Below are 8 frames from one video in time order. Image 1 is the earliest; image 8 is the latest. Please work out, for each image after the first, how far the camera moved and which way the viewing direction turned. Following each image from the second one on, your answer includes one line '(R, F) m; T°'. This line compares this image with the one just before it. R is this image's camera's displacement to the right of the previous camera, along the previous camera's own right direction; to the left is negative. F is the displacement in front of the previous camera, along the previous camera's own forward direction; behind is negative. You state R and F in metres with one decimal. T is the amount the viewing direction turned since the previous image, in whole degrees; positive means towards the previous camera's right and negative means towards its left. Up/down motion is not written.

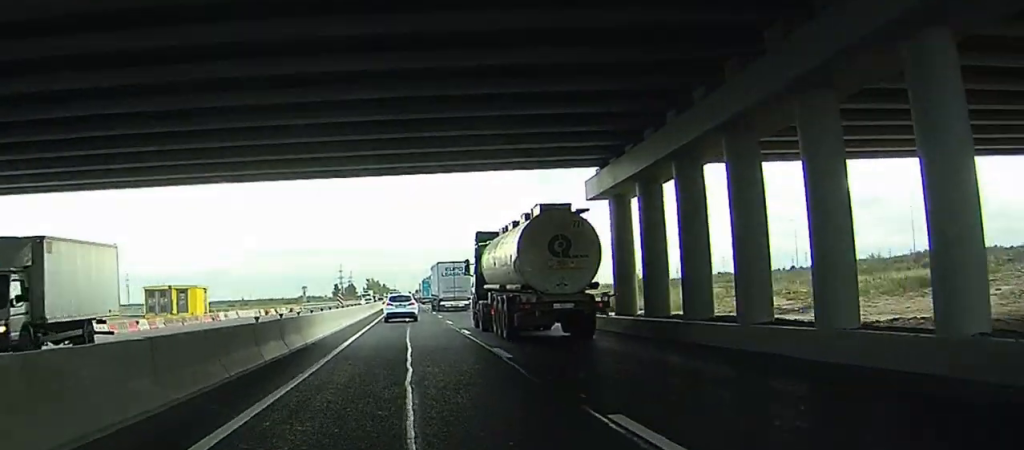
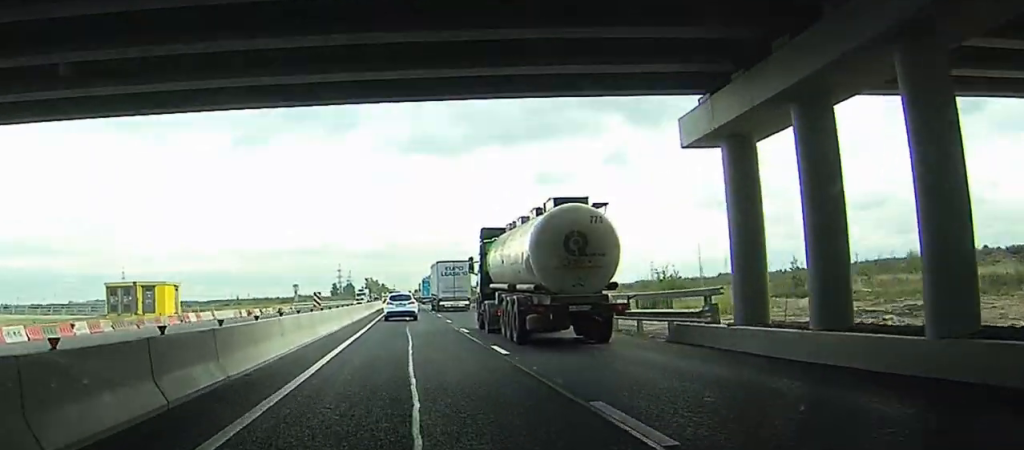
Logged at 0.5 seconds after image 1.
(0.0, +10.8) m; 0°
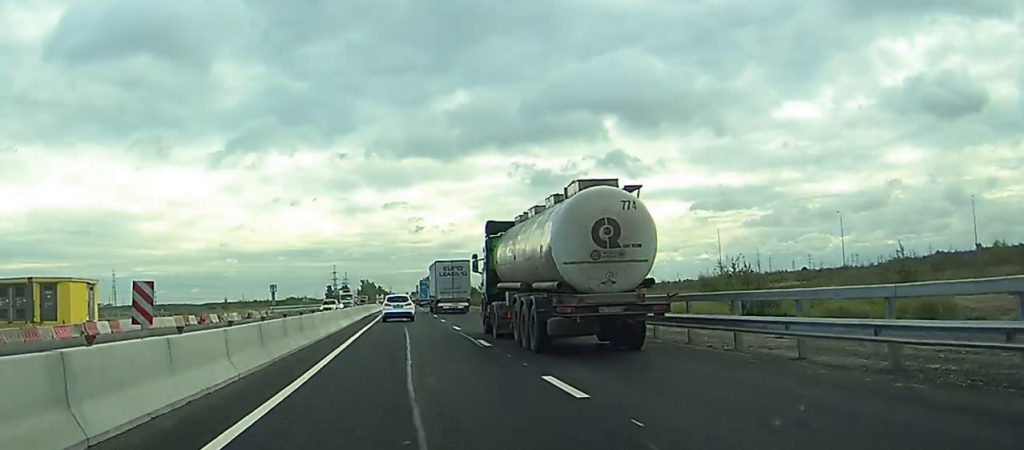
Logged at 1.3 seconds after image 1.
(+0.2, +20.1) m; 0°
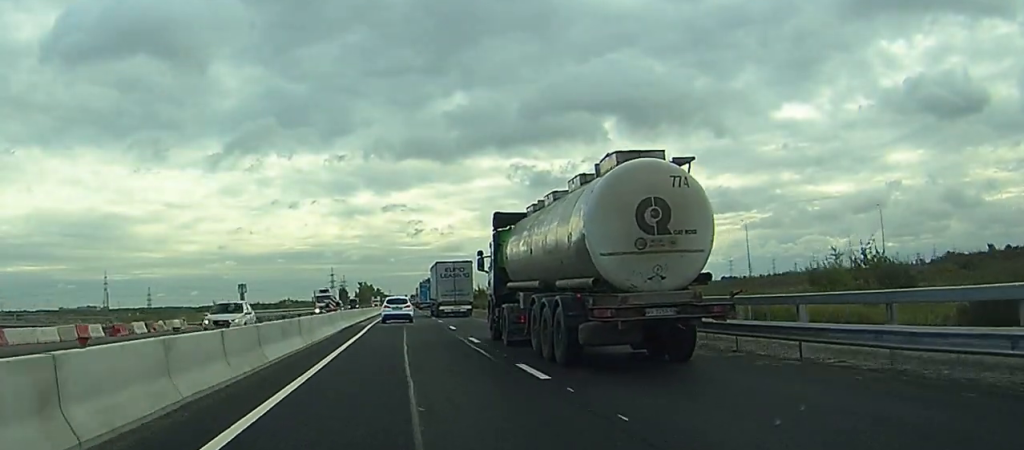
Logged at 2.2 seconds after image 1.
(-0.1, +21.0) m; -1°
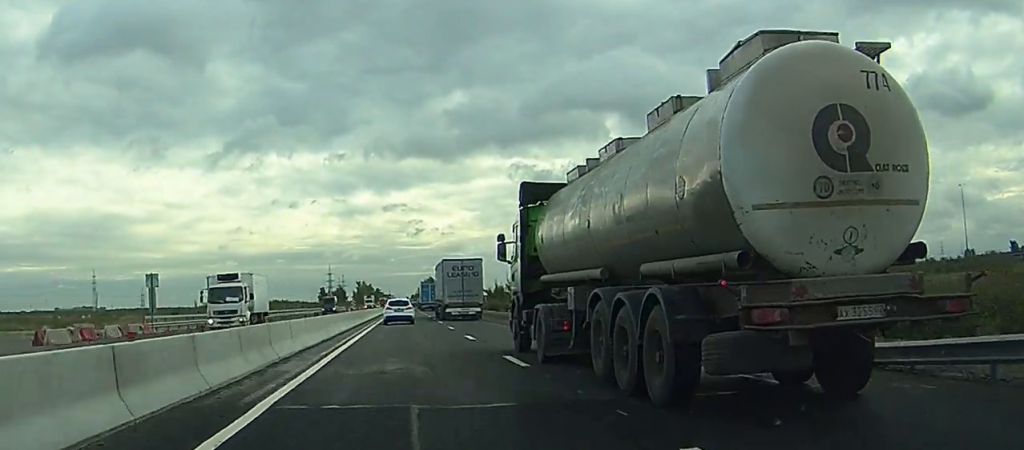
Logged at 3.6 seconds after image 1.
(-0.2, +33.2) m; 0°
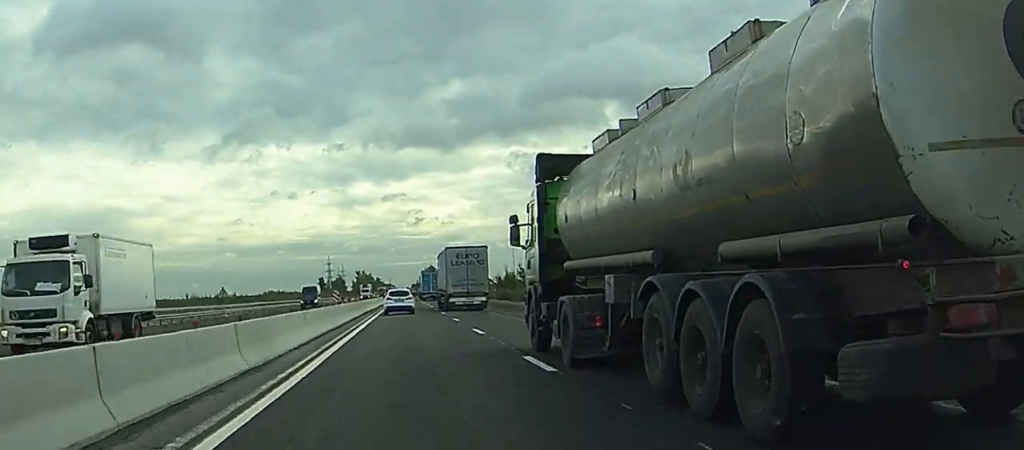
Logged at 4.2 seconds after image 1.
(+0.1, +14.3) m; 0°
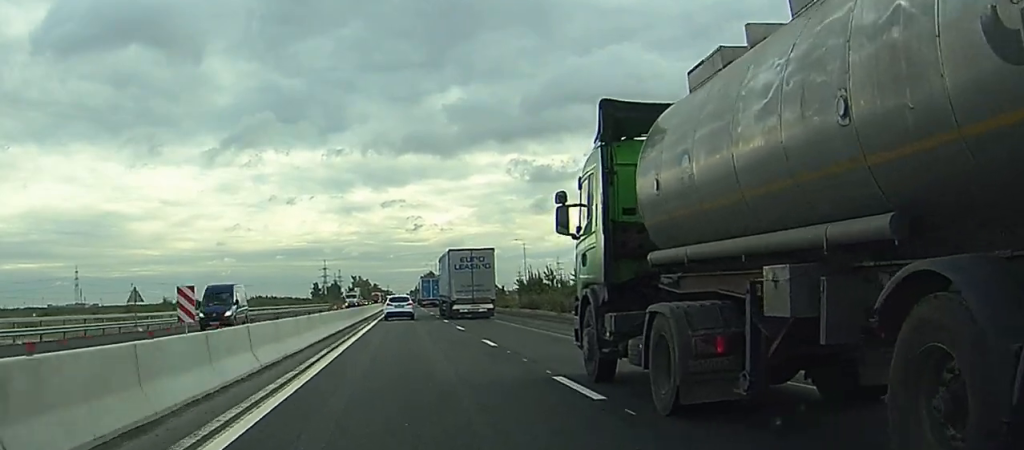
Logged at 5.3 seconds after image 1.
(-0.1, +26.4) m; 0°
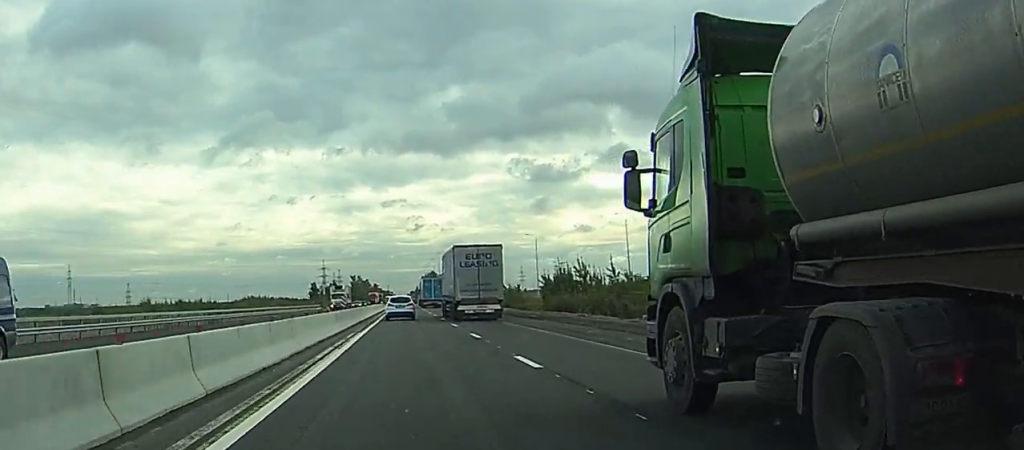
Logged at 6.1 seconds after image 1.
(0.0, +18.5) m; 0°
